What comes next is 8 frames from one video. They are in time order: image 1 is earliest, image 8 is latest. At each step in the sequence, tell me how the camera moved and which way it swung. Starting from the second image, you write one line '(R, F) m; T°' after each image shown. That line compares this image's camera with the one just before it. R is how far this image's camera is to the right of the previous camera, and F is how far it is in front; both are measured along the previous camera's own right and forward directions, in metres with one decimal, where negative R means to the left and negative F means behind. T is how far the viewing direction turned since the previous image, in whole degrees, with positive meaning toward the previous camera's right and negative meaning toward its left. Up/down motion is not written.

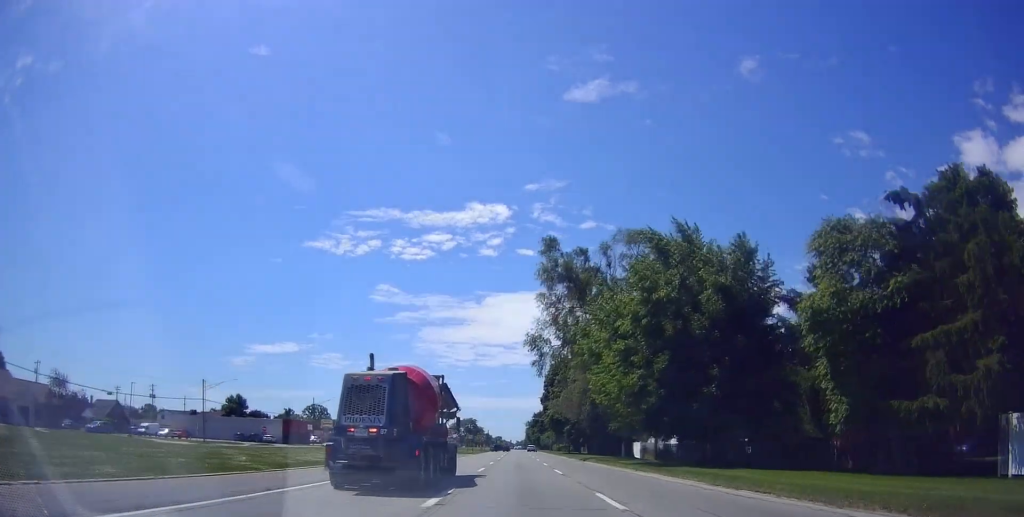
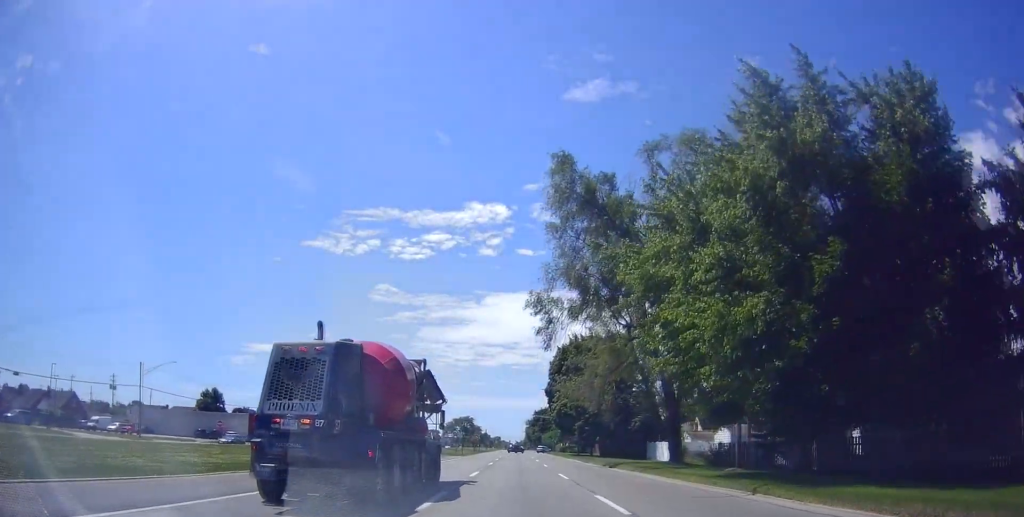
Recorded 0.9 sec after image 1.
(-0.4, +17.7) m; 0°
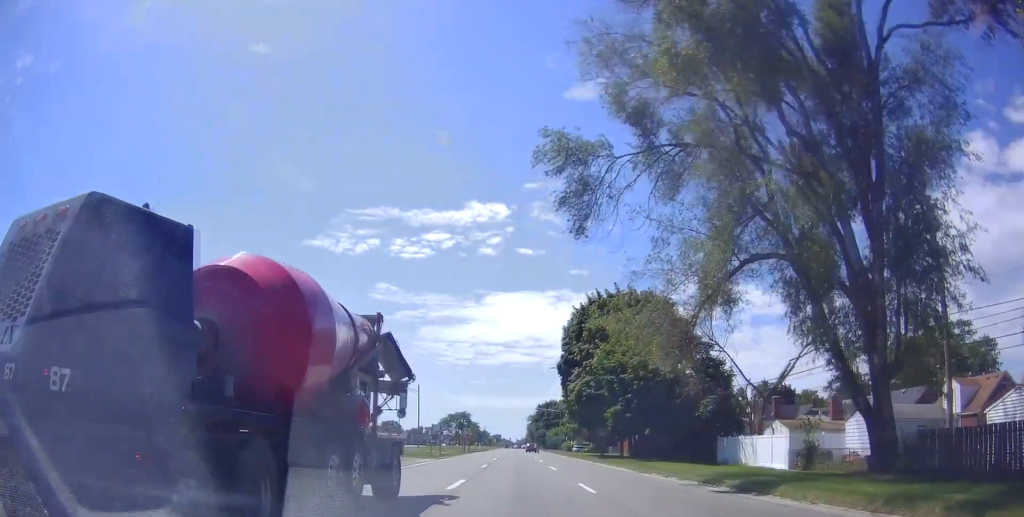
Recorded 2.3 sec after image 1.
(0.0, +24.9) m; -1°
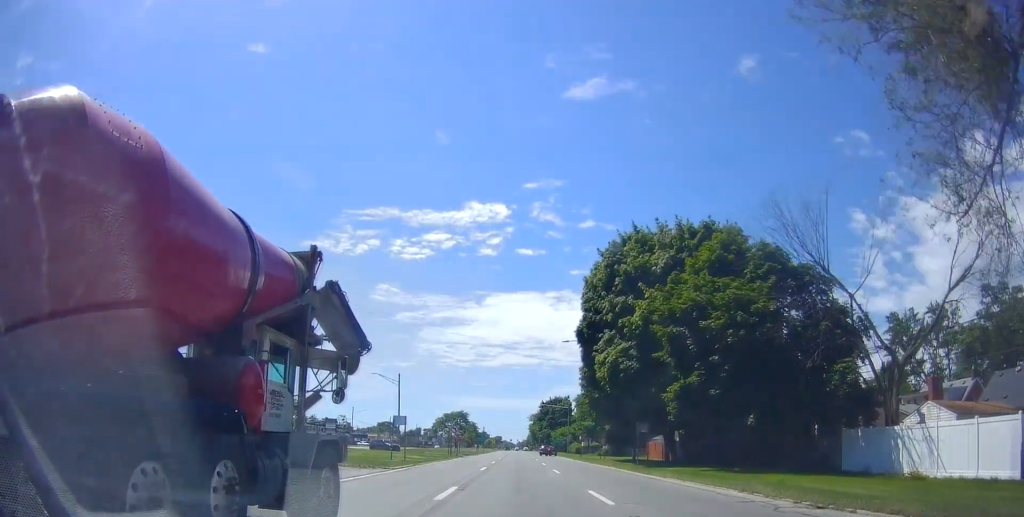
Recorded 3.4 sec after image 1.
(-0.2, +18.9) m; 0°
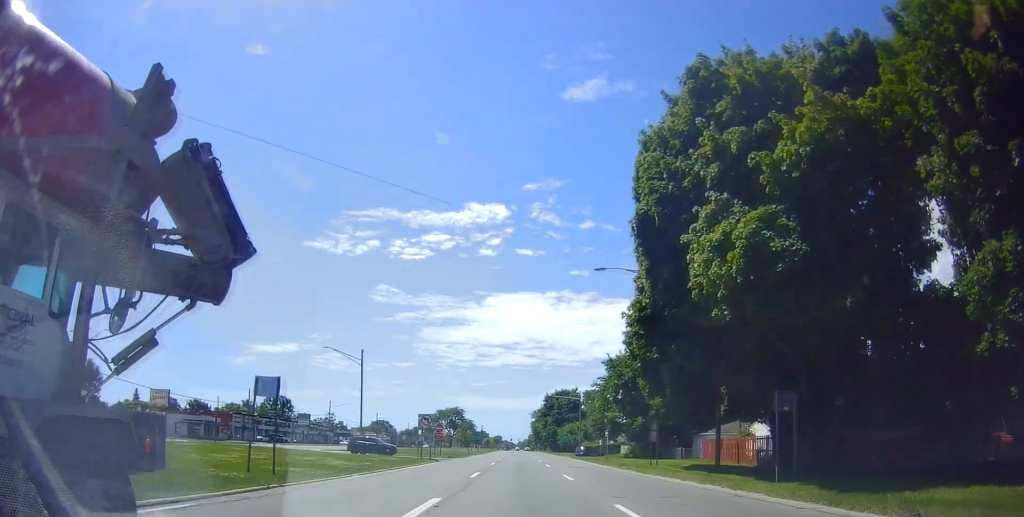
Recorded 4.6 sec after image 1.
(0.0, +21.6) m; 0°
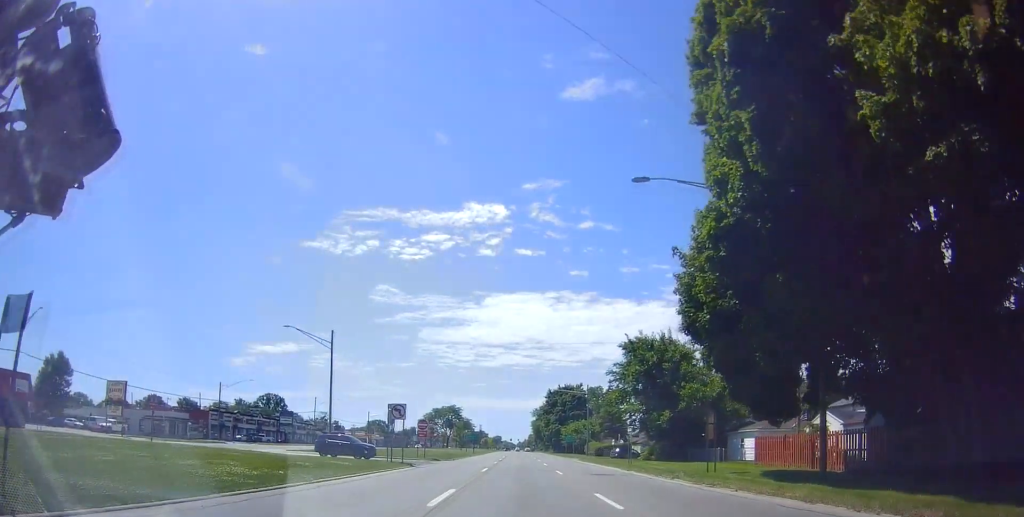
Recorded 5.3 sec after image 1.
(0.0, +11.1) m; +1°
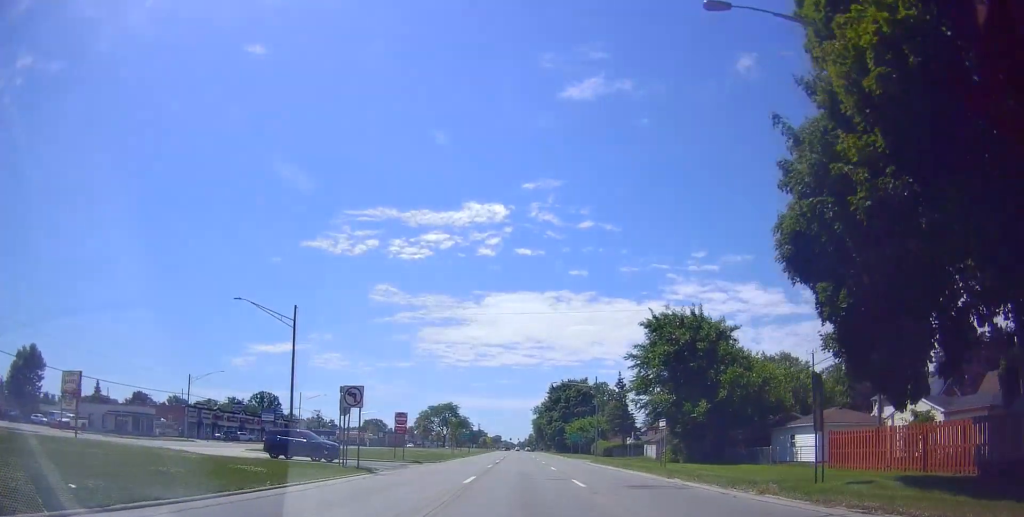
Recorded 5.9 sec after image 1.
(+0.3, +9.9) m; +2°
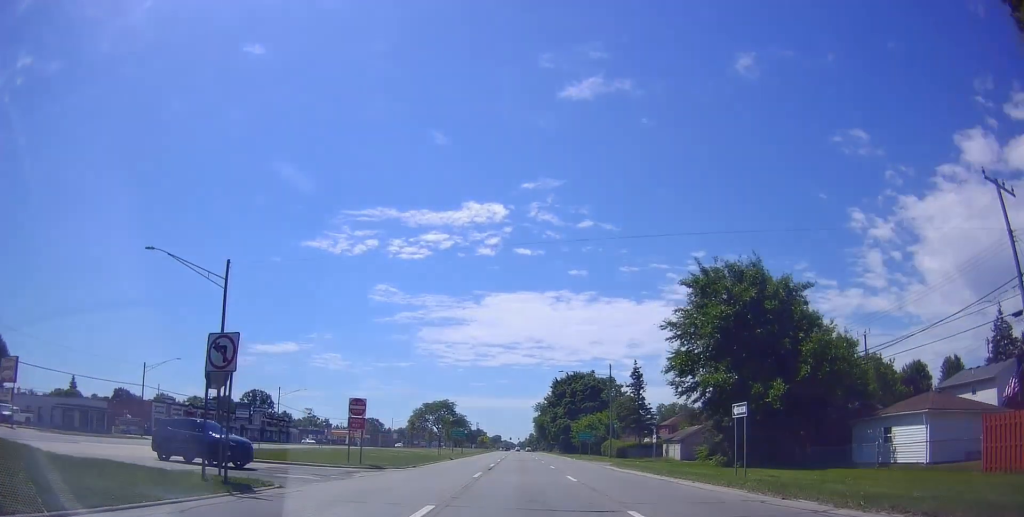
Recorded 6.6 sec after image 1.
(+0.1, +11.7) m; +2°
